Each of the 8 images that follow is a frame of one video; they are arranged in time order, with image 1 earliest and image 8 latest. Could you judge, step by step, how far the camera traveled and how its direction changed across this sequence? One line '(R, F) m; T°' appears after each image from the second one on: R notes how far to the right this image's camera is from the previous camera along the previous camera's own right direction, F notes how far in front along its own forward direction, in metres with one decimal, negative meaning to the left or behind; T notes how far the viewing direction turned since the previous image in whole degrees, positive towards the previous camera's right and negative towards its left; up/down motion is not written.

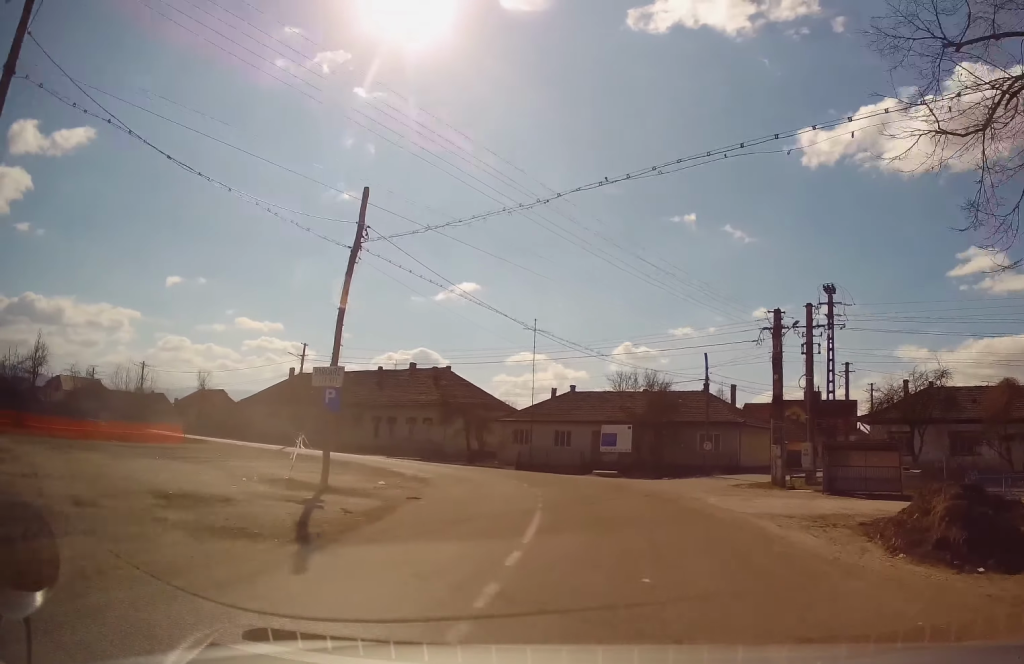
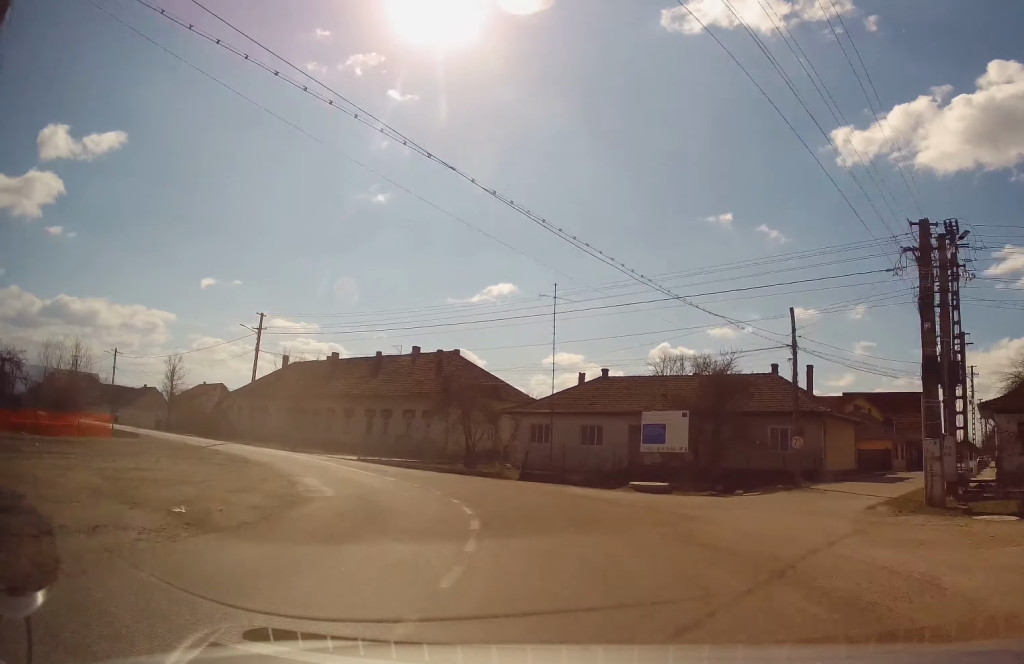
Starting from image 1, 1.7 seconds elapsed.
(-0.4, +12.2) m; -3°
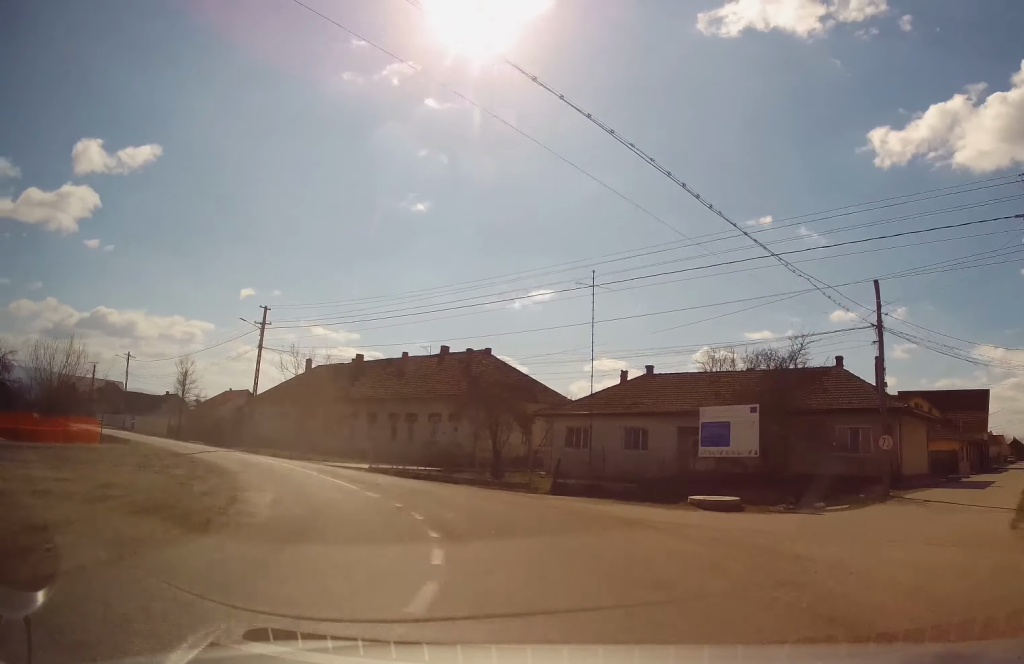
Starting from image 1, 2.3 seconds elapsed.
(+0.2, +4.9) m; -4°
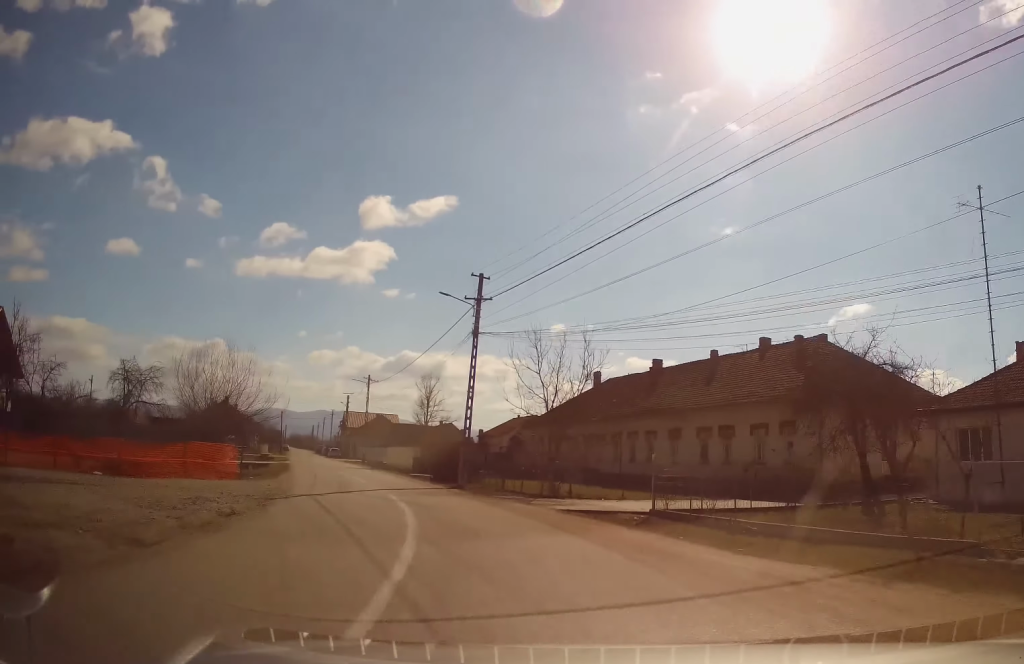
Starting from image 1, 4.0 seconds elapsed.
(-3.2, +14.3) m; -26°
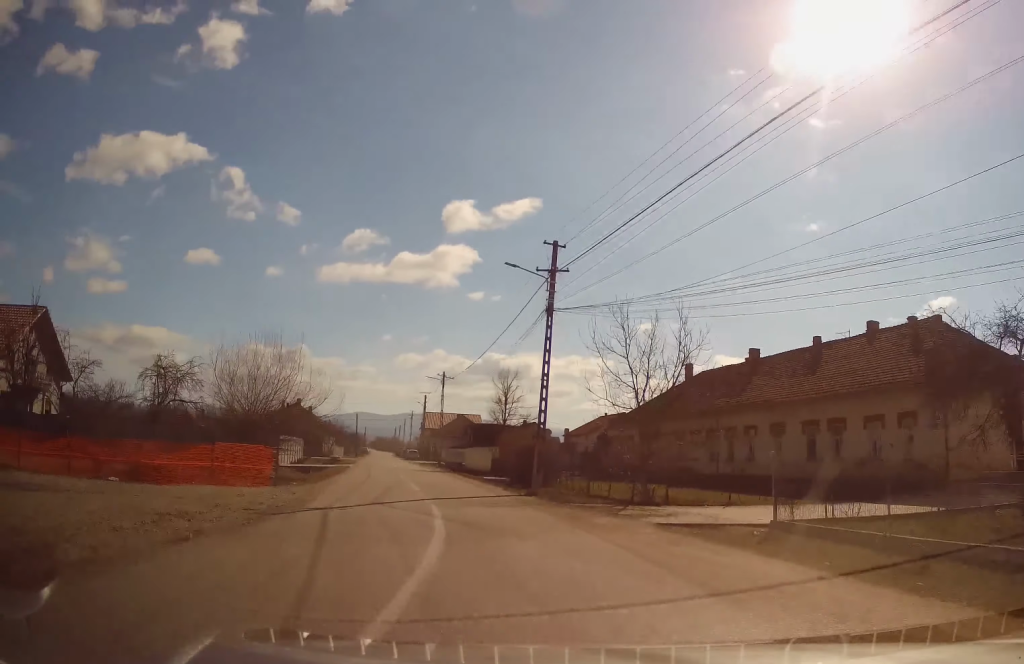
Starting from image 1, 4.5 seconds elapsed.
(0.0, +4.2) m; -7°
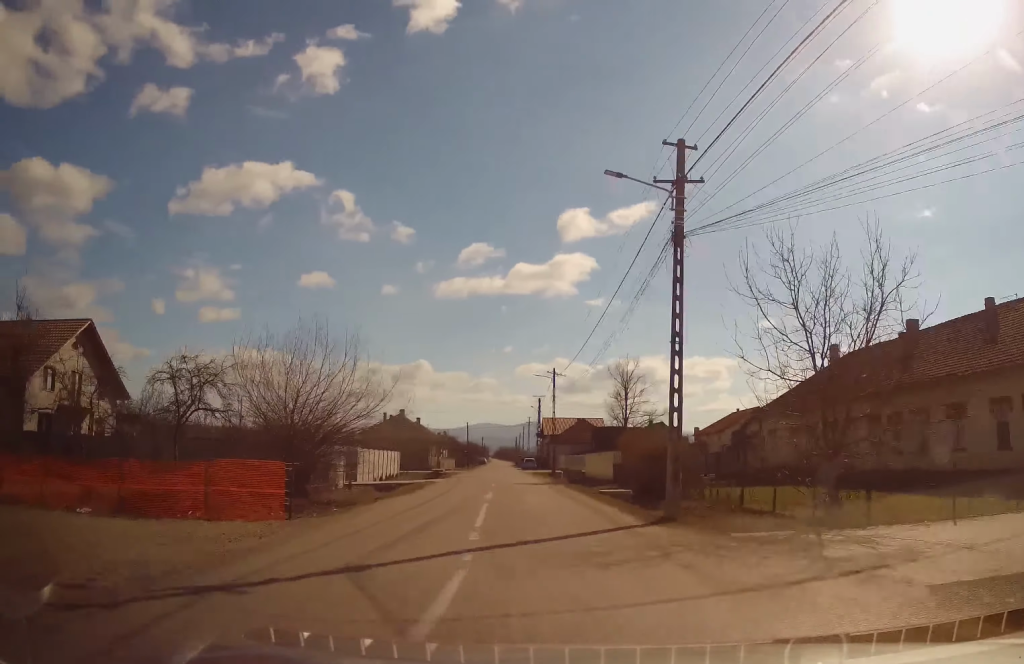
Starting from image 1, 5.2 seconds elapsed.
(-0.9, +7.8) m; -9°
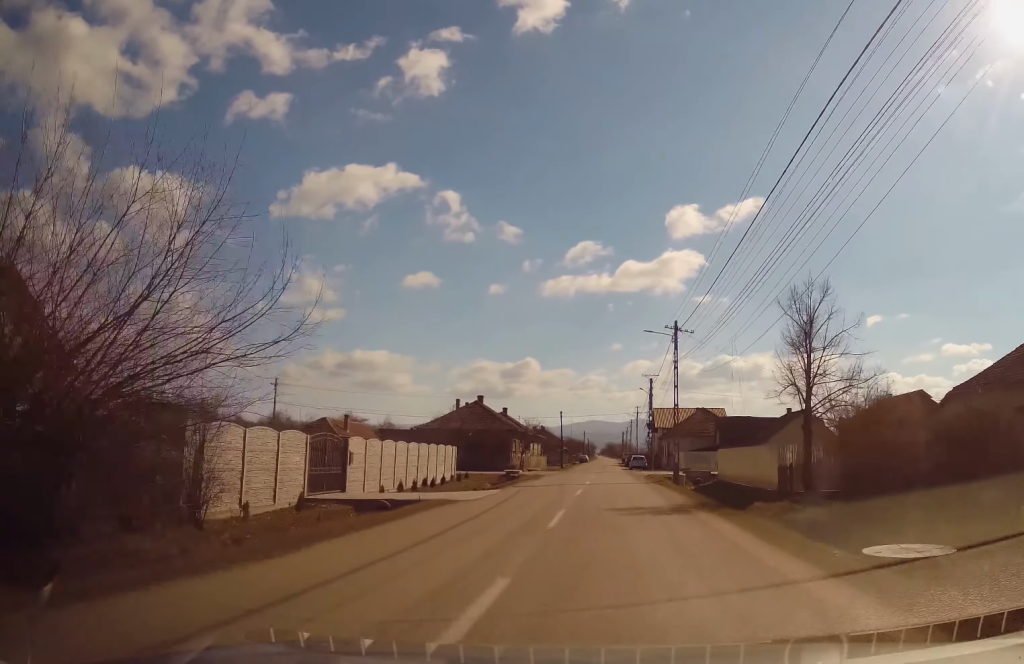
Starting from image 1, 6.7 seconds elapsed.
(-2.1, +17.3) m; -10°
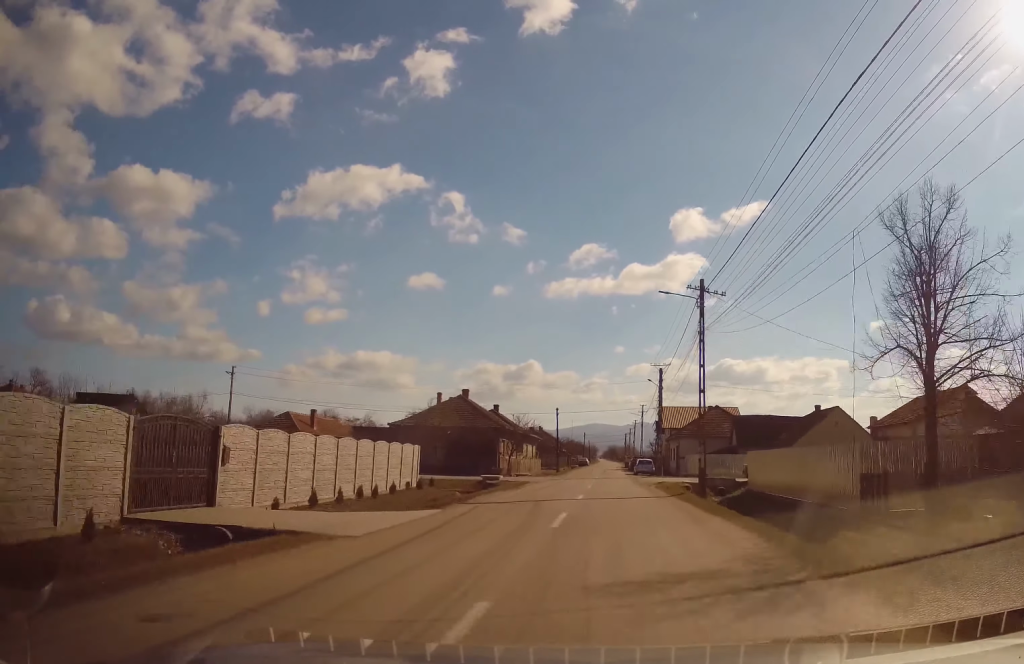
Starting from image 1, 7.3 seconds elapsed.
(-0.2, +8.8) m; 0°
